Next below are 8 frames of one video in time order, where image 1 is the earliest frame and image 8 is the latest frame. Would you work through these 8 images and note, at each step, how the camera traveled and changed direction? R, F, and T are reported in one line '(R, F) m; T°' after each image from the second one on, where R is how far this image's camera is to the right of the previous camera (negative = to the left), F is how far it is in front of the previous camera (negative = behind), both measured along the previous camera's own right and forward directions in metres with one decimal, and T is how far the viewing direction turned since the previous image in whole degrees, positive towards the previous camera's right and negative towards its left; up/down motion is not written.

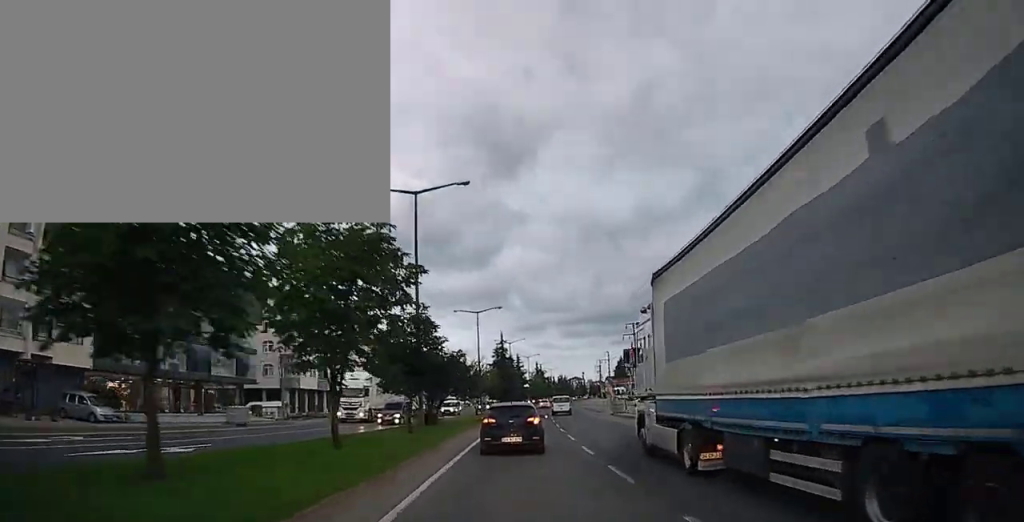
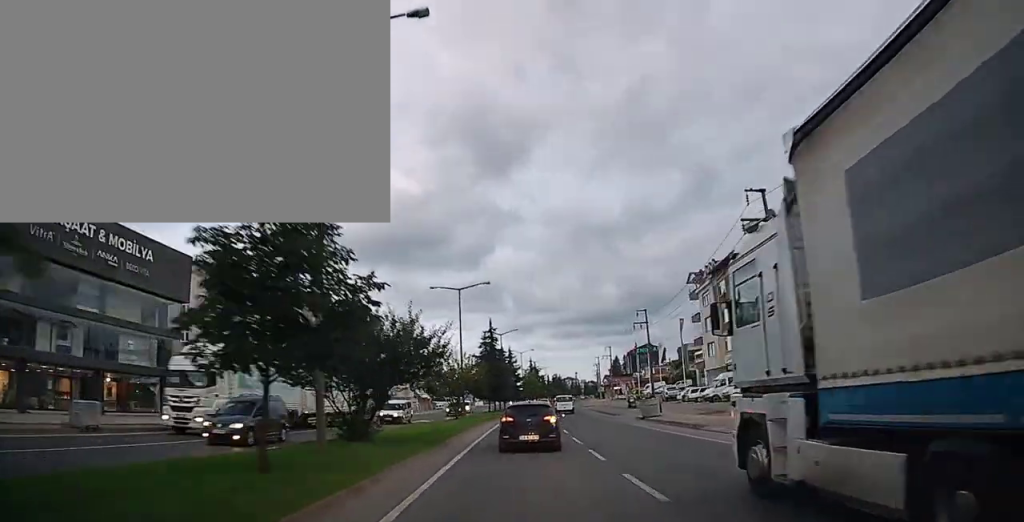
(+0.2, +12.6) m; +2°
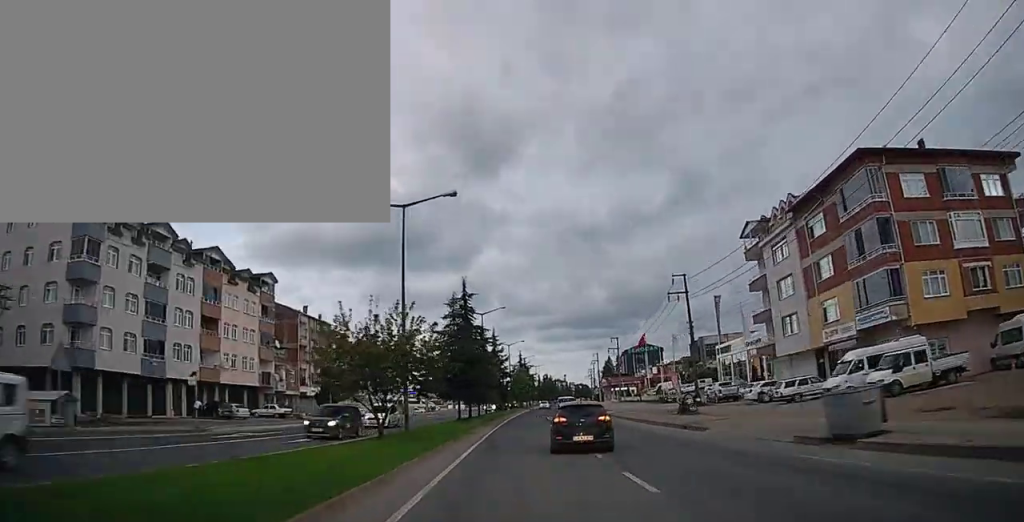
(+0.4, +22.0) m; +2°
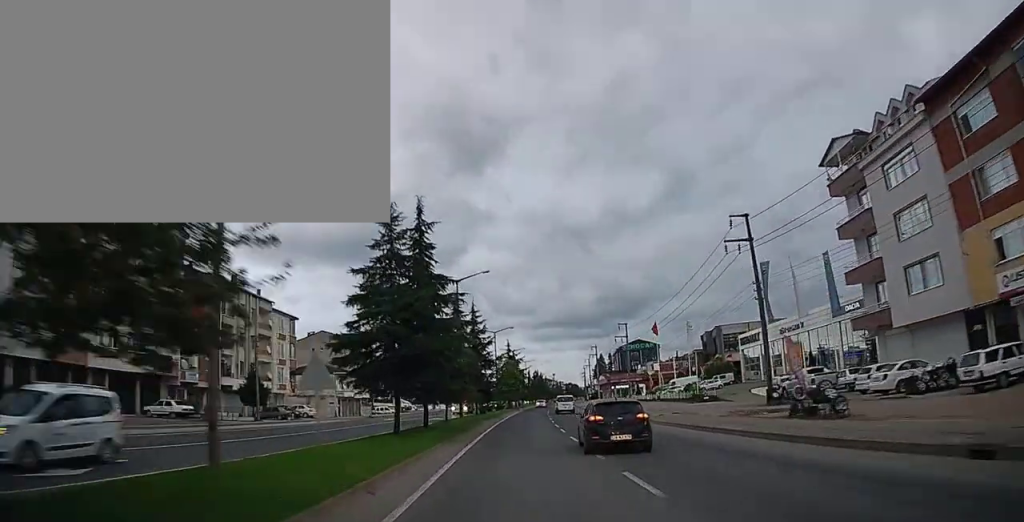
(+0.1, +17.2) m; +1°
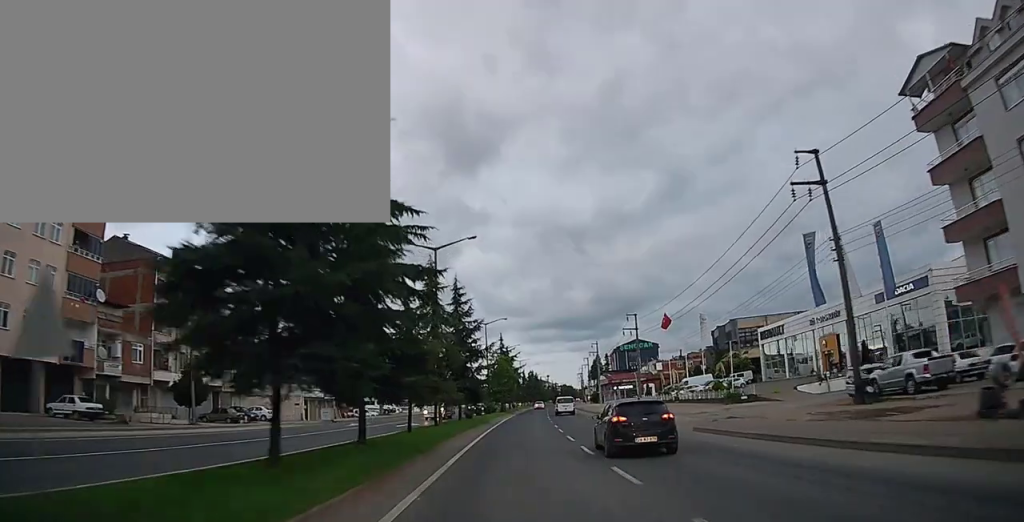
(+0.1, +10.5) m; +1°
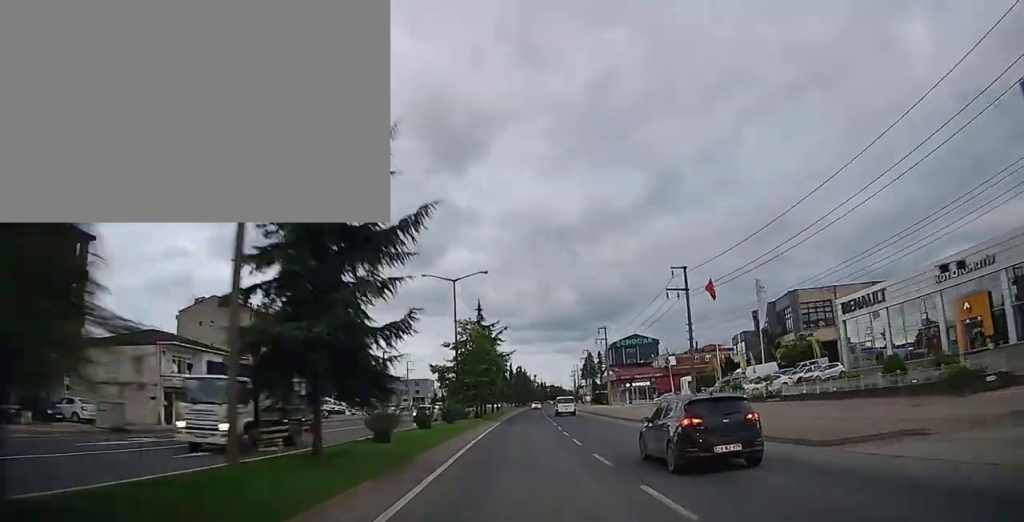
(+0.7, +26.0) m; +2°
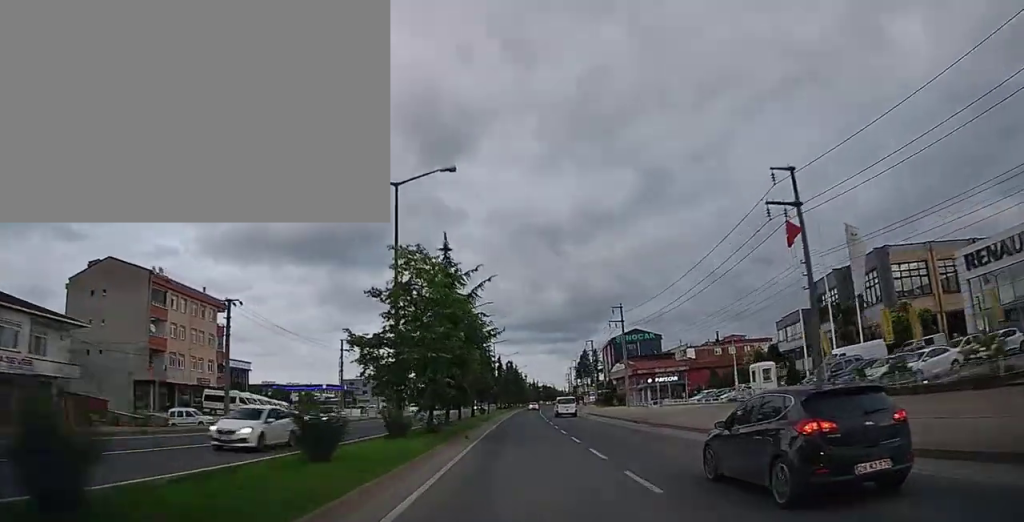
(+0.3, +21.3) m; +1°
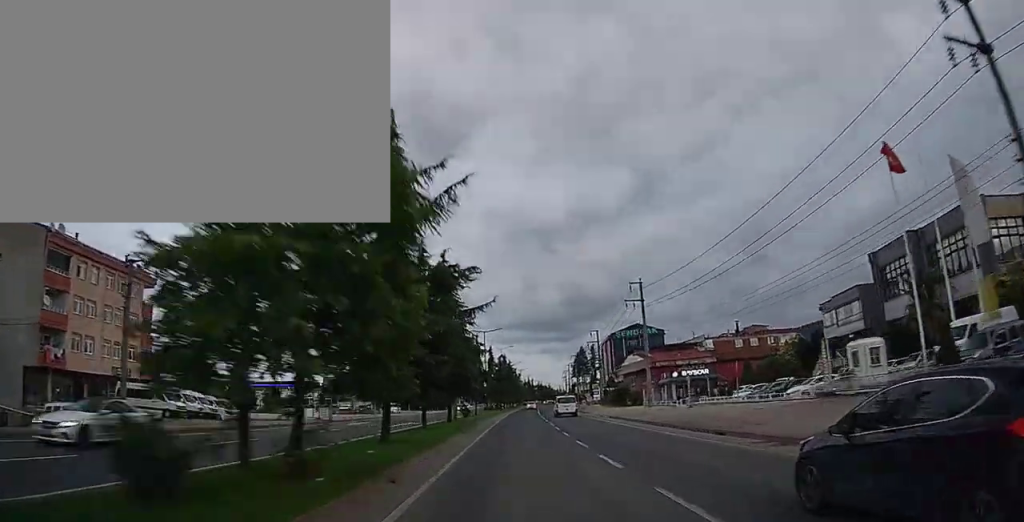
(0.0, +14.1) m; 0°
